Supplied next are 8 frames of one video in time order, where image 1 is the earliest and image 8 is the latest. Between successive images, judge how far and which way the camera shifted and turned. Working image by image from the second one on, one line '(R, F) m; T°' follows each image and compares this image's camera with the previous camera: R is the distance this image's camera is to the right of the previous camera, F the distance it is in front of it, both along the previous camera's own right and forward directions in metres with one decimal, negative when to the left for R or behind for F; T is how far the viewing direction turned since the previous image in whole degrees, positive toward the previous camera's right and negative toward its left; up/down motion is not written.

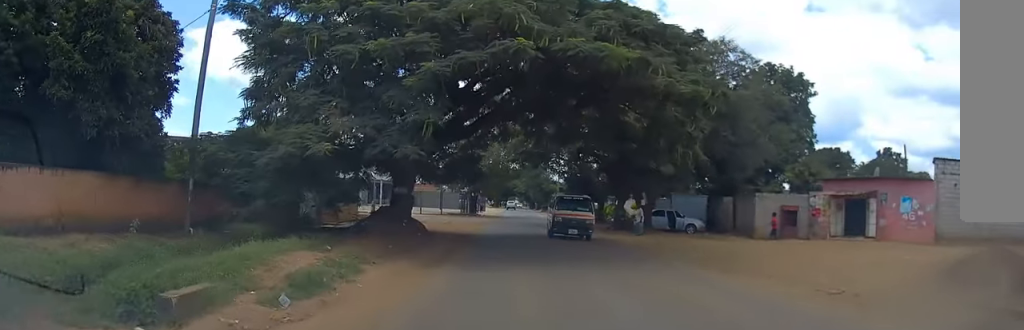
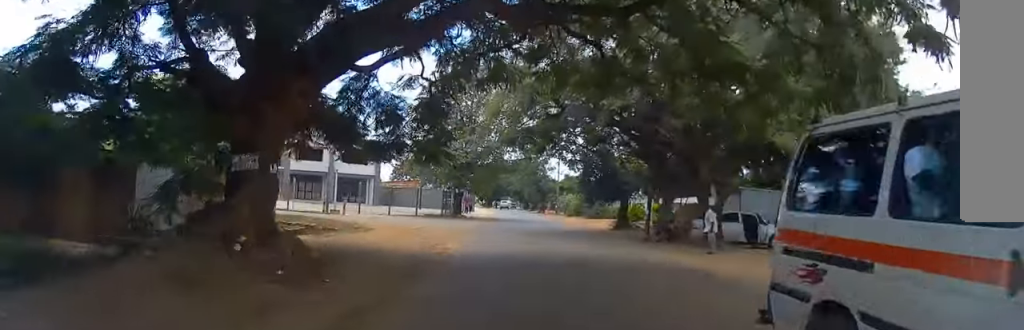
(+0.2, +13.9) m; +1°
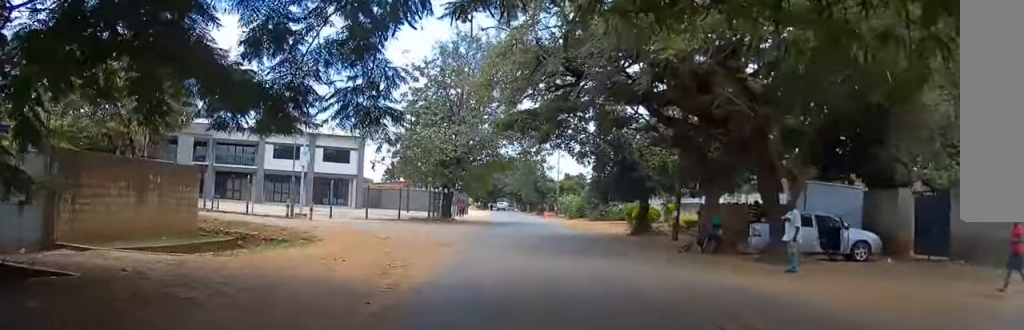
(0.0, +6.9) m; 0°
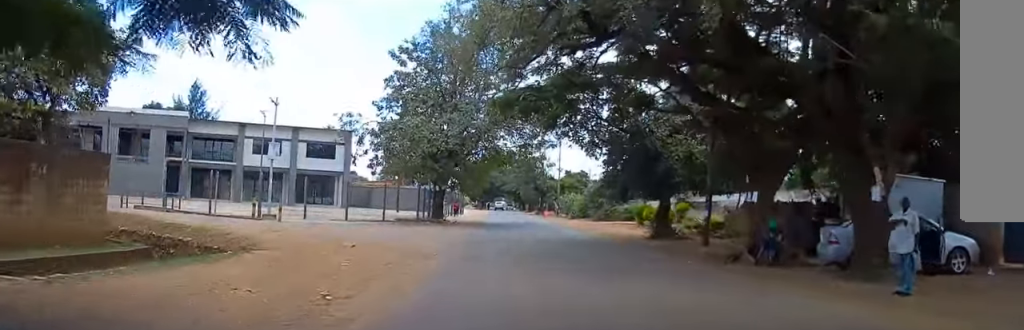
(0.0, +5.0) m; +1°
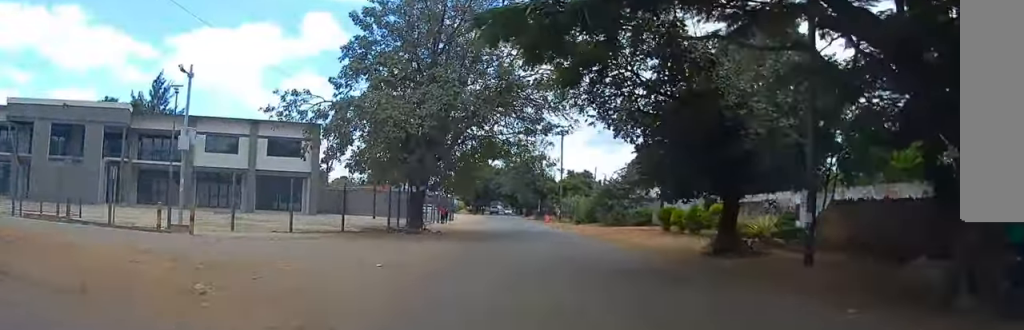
(+0.1, +9.4) m; +1°
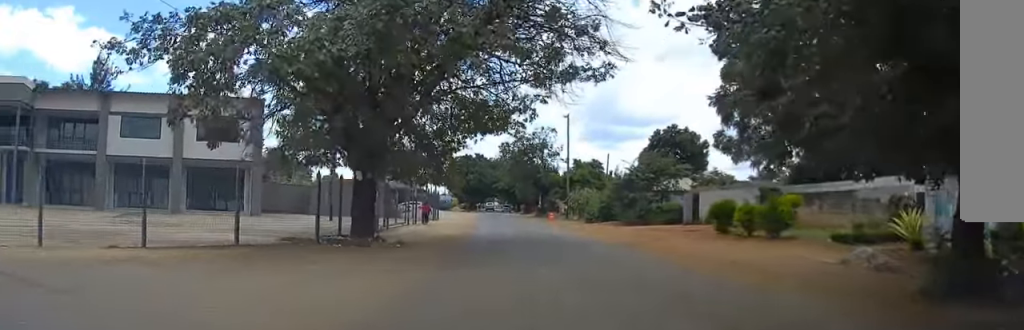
(0.0, +12.1) m; 0°
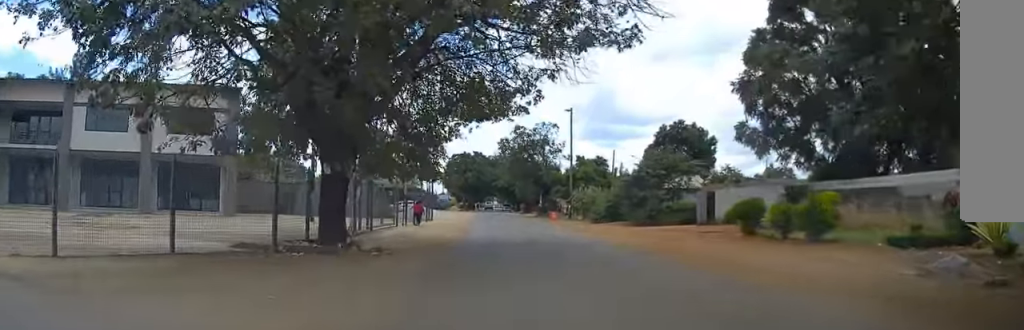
(0.0, +3.8) m; 0°
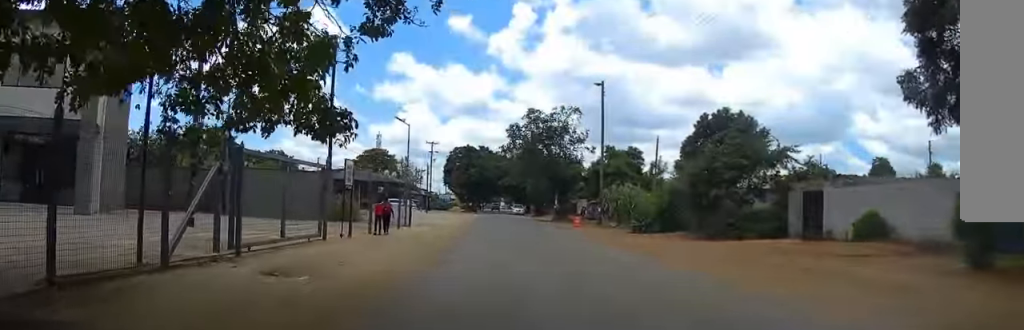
(-0.1, +14.8) m; -1°
